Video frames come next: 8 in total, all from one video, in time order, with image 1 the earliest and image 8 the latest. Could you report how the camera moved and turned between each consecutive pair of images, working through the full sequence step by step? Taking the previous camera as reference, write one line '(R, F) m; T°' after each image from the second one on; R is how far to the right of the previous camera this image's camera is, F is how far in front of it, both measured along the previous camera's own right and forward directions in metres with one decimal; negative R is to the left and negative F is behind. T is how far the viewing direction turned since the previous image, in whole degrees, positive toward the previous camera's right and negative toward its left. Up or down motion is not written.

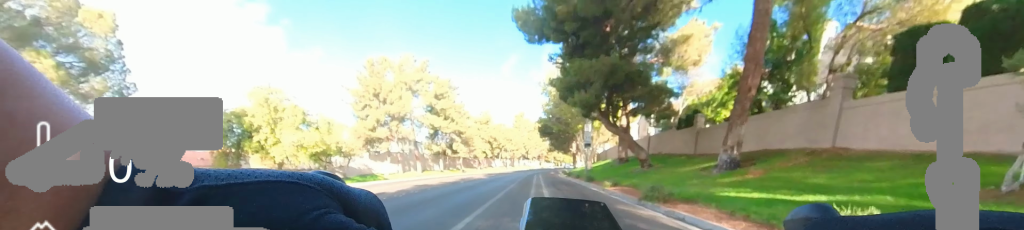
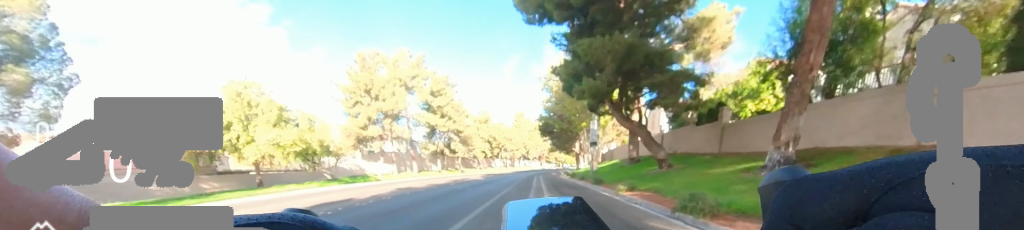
(0.0, +2.5) m; 0°
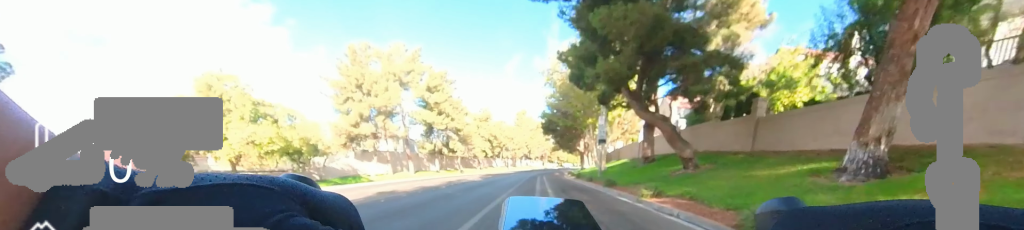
(0.0, +2.3) m; 0°
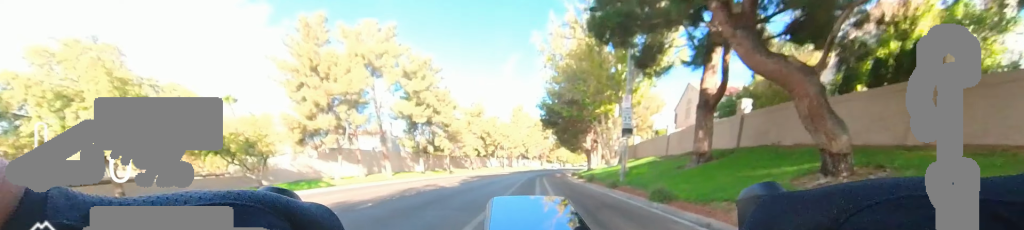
(0.0, +6.9) m; 0°
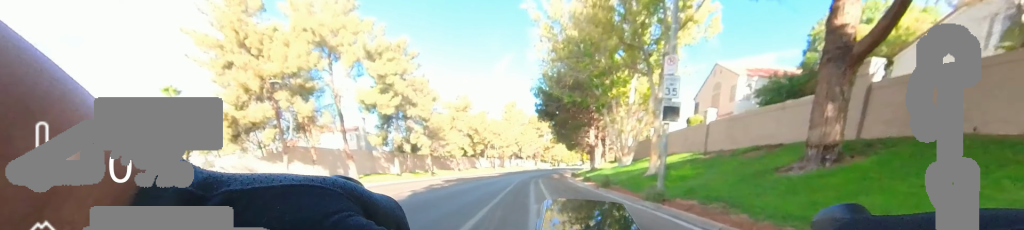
(0.0, +6.4) m; 0°
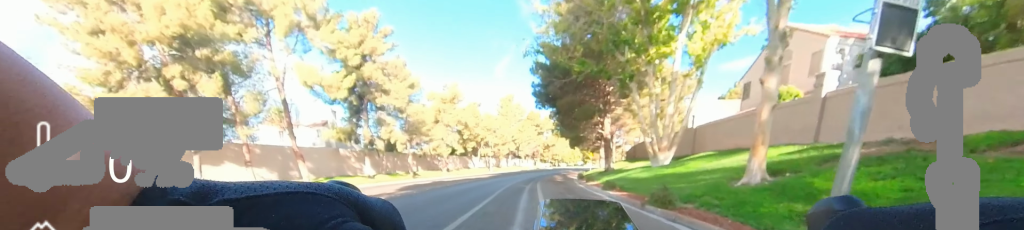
(0.0, +7.2) m; 0°
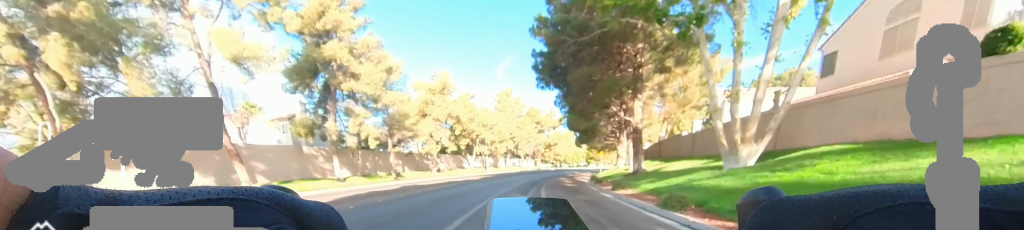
(0.0, +6.1) m; 0°
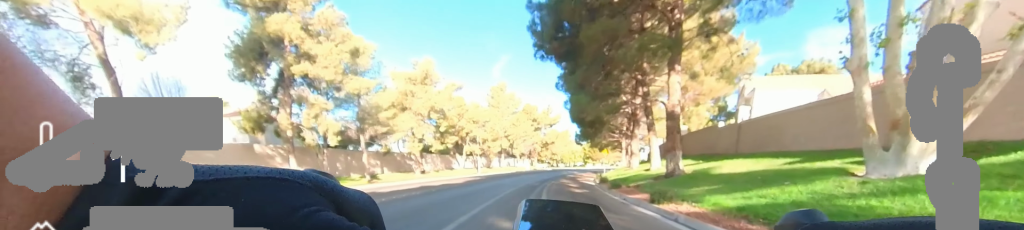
(0.0, +4.6) m; 0°
